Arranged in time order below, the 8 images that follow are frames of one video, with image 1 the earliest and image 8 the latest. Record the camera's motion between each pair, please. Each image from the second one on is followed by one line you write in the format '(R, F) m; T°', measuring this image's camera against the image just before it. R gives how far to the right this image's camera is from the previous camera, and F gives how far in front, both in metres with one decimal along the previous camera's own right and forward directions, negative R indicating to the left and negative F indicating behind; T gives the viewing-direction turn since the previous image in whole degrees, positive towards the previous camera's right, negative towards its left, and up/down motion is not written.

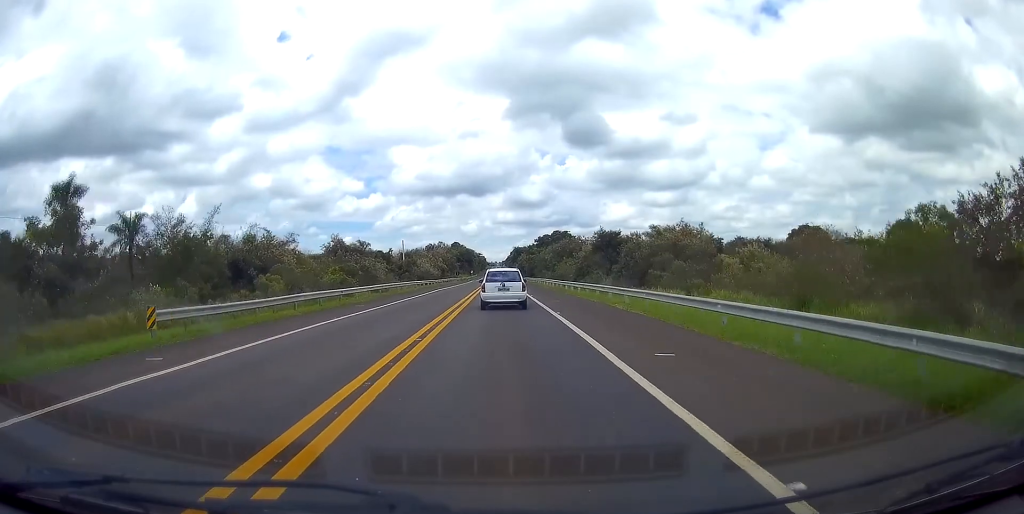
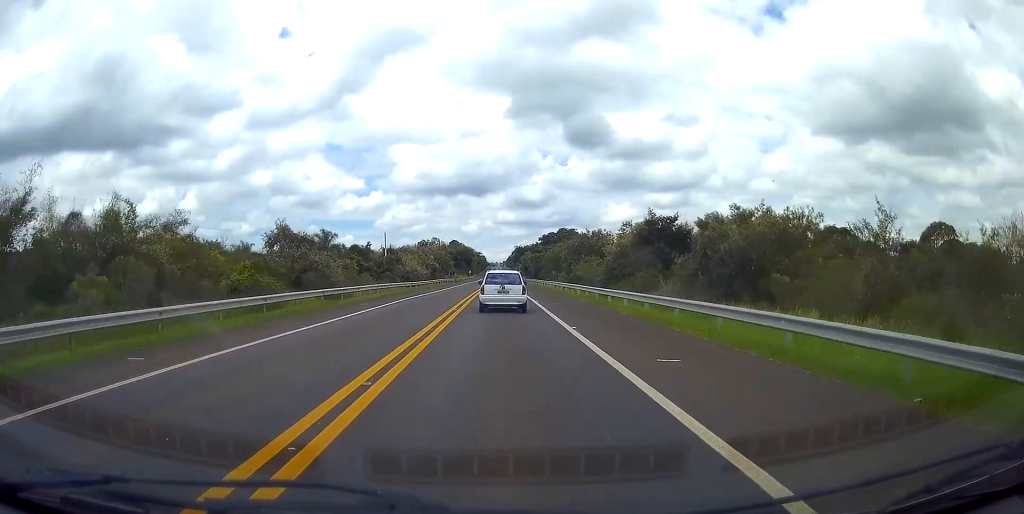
(+0.1, +19.6) m; 0°
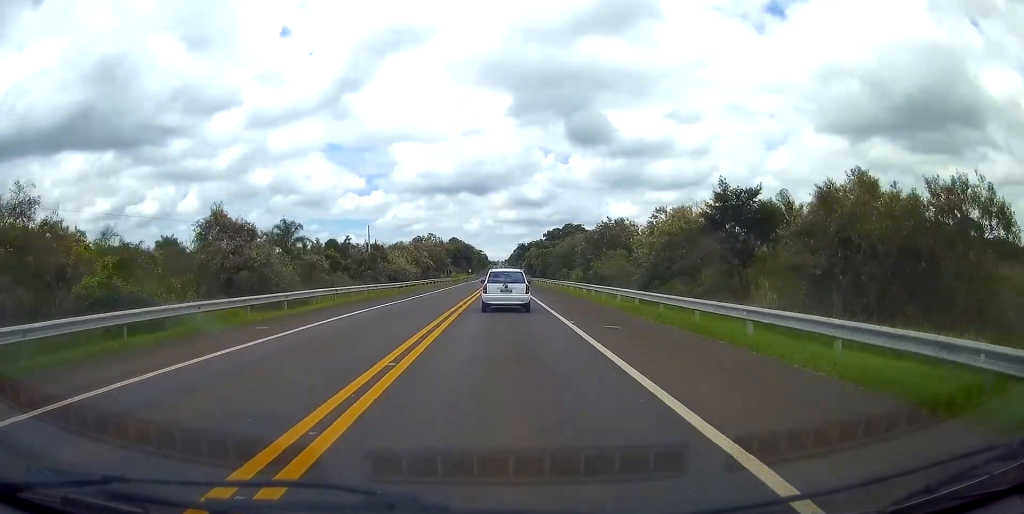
(0.0, +13.7) m; 0°
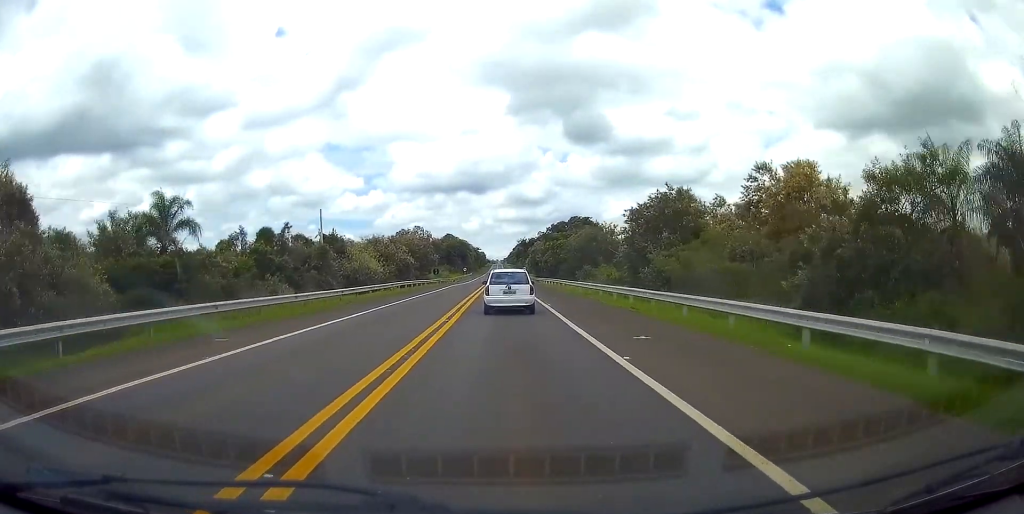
(0.0, +22.6) m; -1°
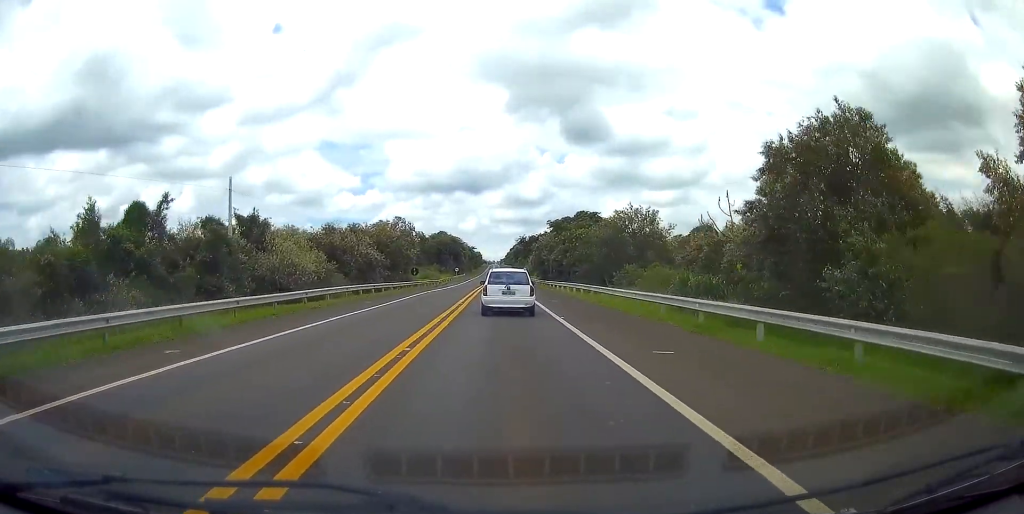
(-0.2, +22.0) m; -1°
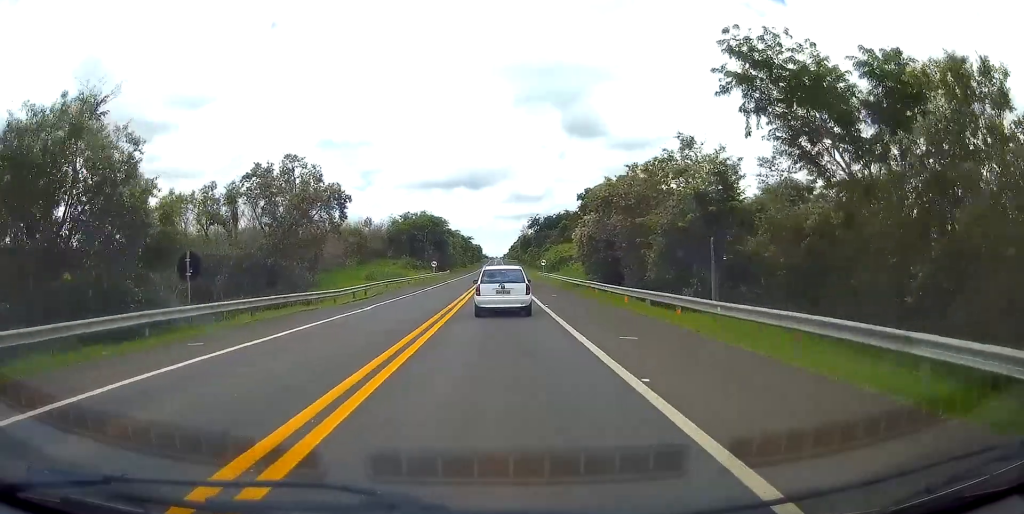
(+0.9, +58.8) m; +2°
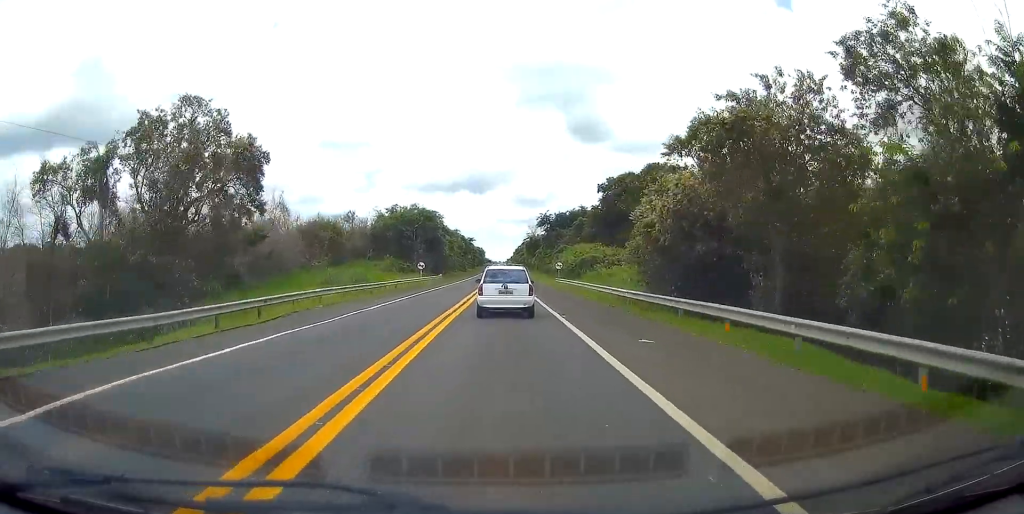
(-0.1, +20.0) m; -1°
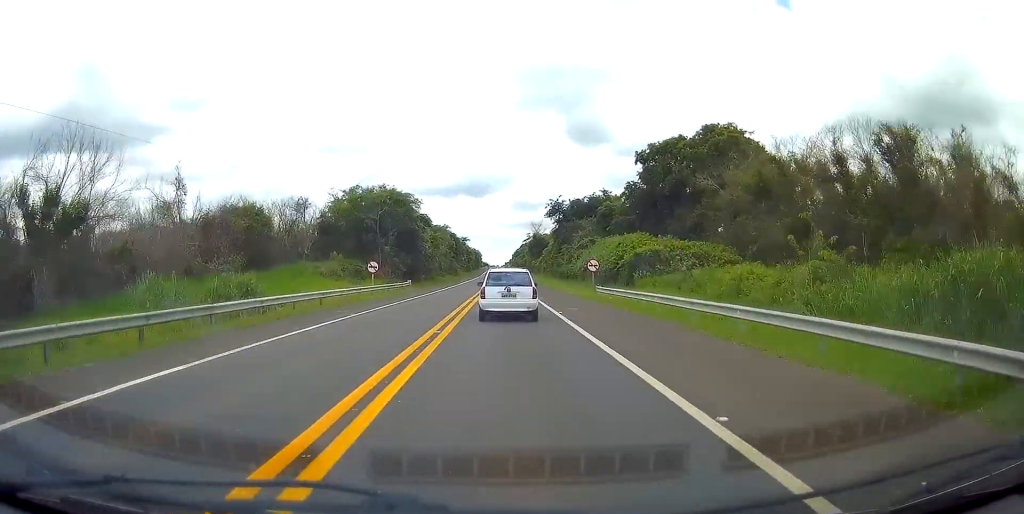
(-0.4, +28.8) m; -1°
